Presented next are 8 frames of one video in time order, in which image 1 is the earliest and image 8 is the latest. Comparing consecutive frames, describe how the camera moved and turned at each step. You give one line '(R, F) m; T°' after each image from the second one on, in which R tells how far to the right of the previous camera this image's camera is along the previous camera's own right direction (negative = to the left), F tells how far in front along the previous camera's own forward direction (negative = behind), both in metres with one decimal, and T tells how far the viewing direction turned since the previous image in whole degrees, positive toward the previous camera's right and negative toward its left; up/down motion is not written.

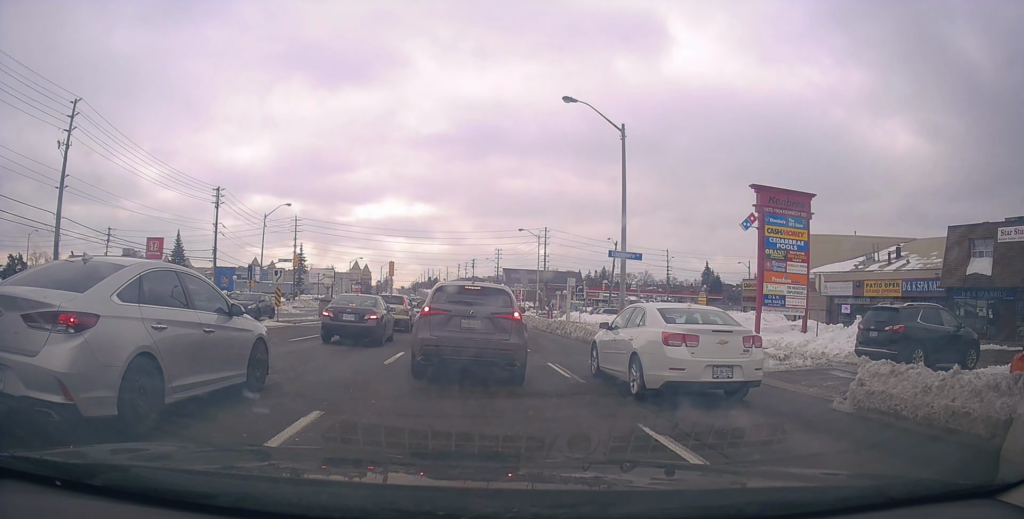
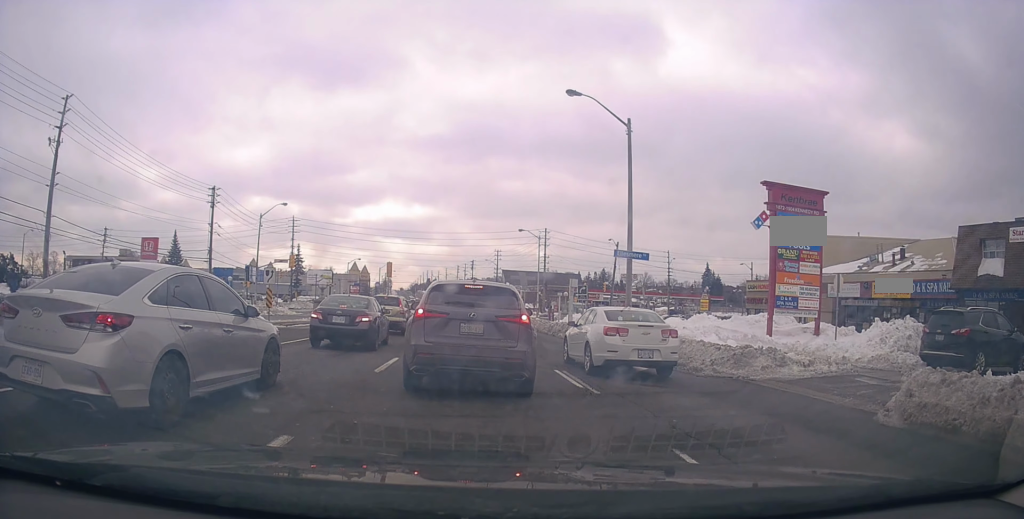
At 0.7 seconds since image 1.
(-0.1, +2.5) m; +2°
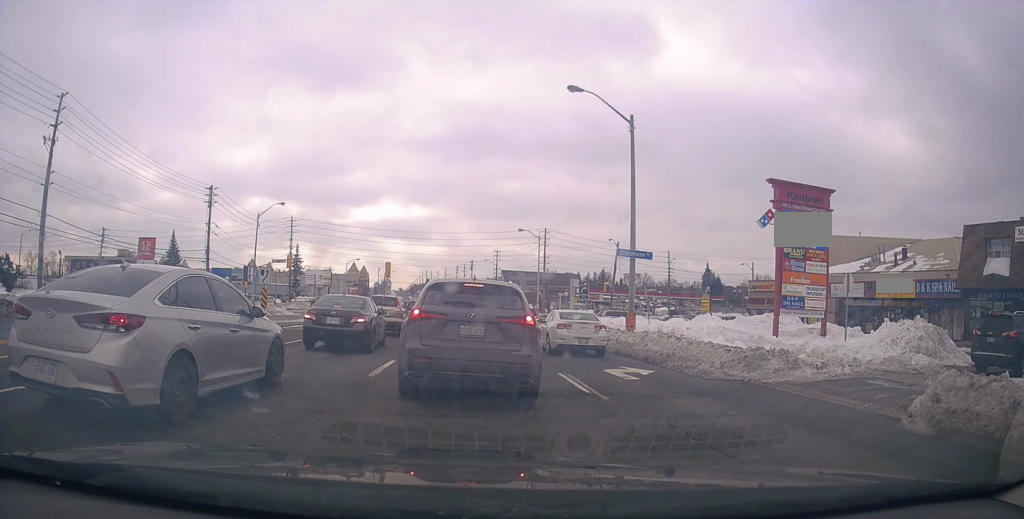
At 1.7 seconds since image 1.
(+0.2, +2.1) m; +6°
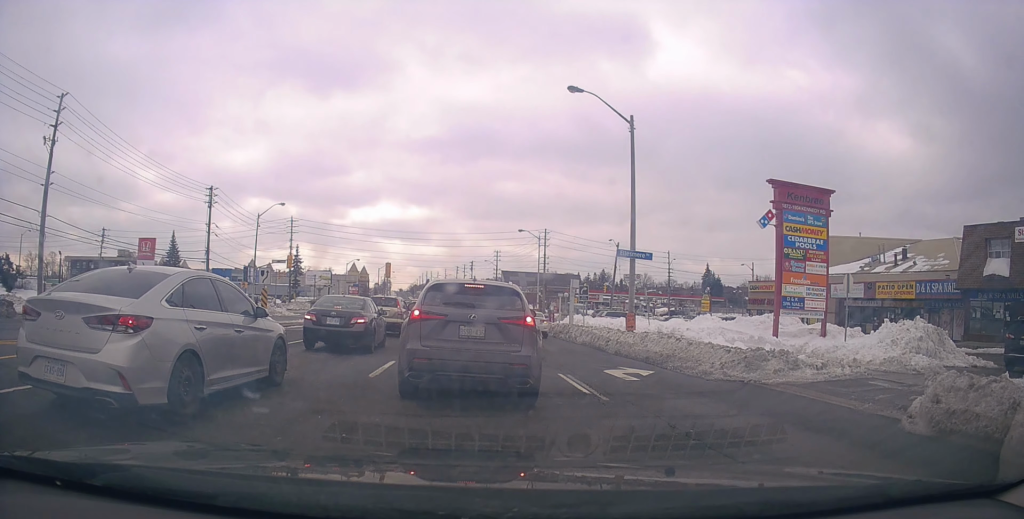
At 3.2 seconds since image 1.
(0.0, +0.9) m; 0°
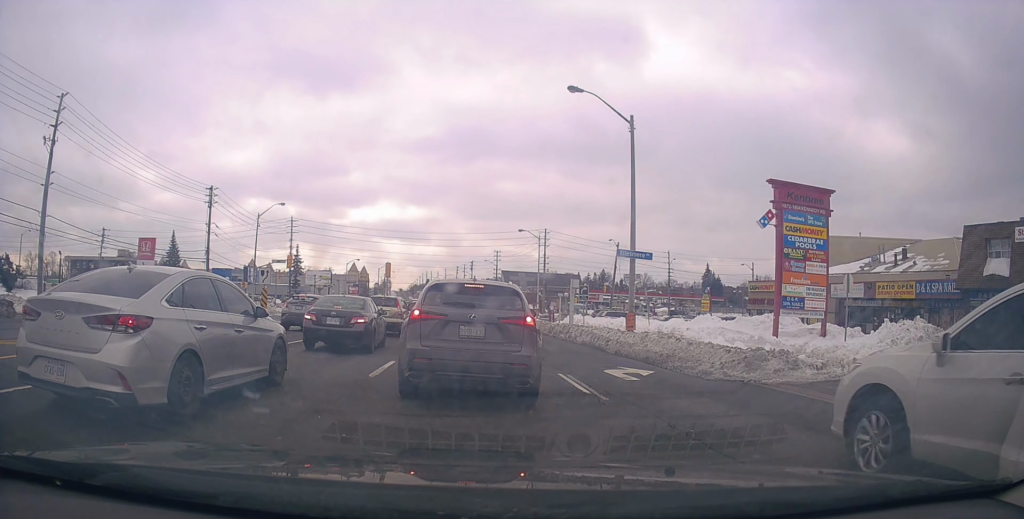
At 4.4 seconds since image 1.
(0.0, 0.0) m; 0°
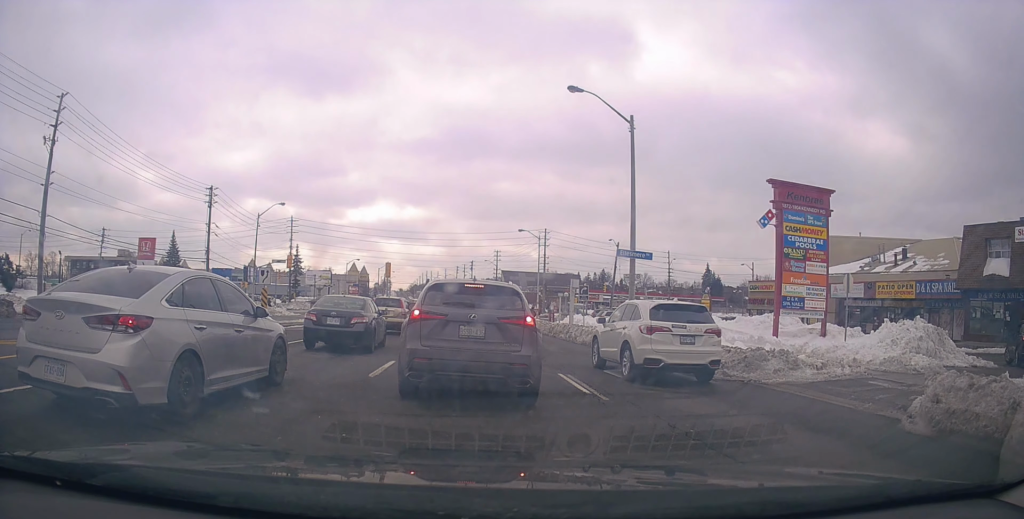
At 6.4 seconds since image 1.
(0.0, 0.0) m; 0°
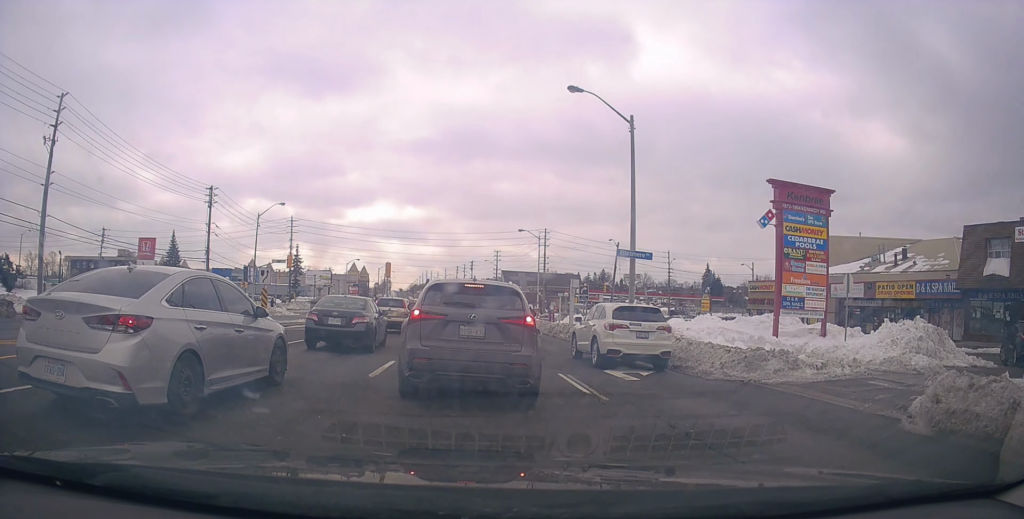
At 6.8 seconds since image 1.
(0.0, 0.0) m; 0°
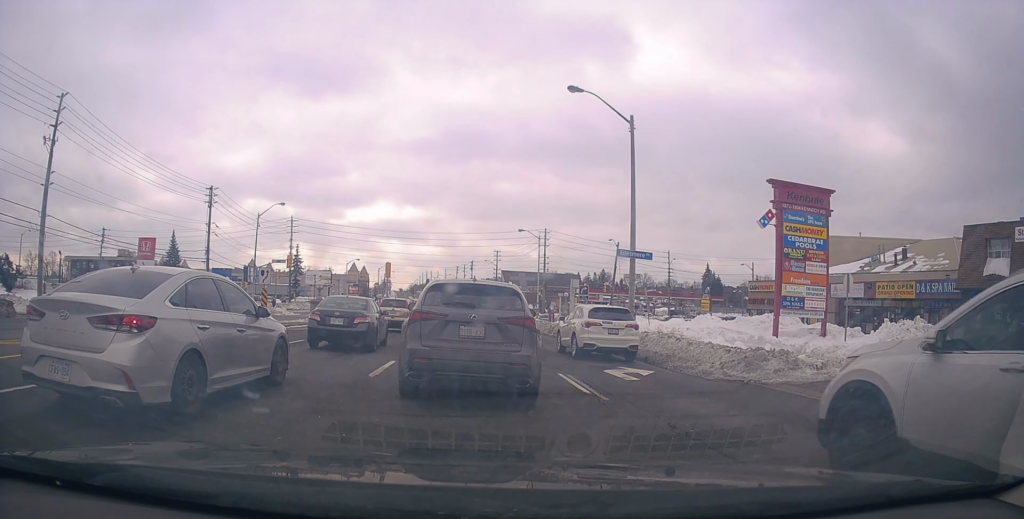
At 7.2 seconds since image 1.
(0.0, 0.0) m; 0°
